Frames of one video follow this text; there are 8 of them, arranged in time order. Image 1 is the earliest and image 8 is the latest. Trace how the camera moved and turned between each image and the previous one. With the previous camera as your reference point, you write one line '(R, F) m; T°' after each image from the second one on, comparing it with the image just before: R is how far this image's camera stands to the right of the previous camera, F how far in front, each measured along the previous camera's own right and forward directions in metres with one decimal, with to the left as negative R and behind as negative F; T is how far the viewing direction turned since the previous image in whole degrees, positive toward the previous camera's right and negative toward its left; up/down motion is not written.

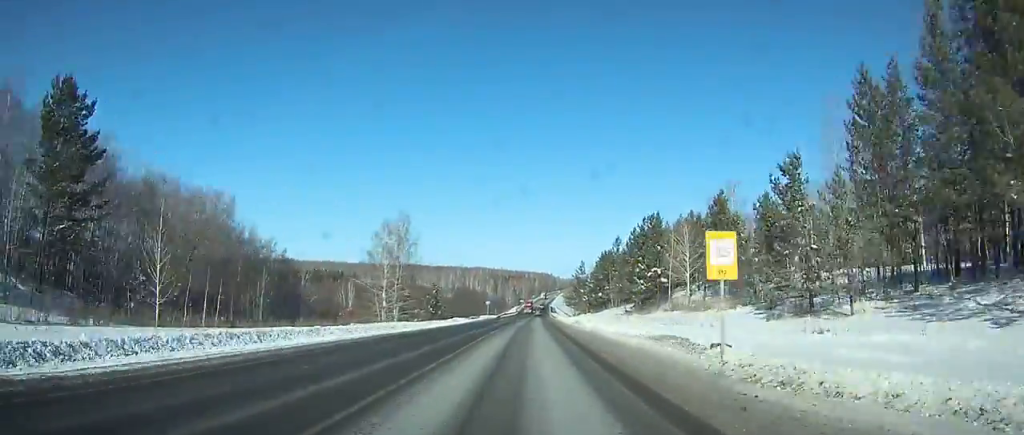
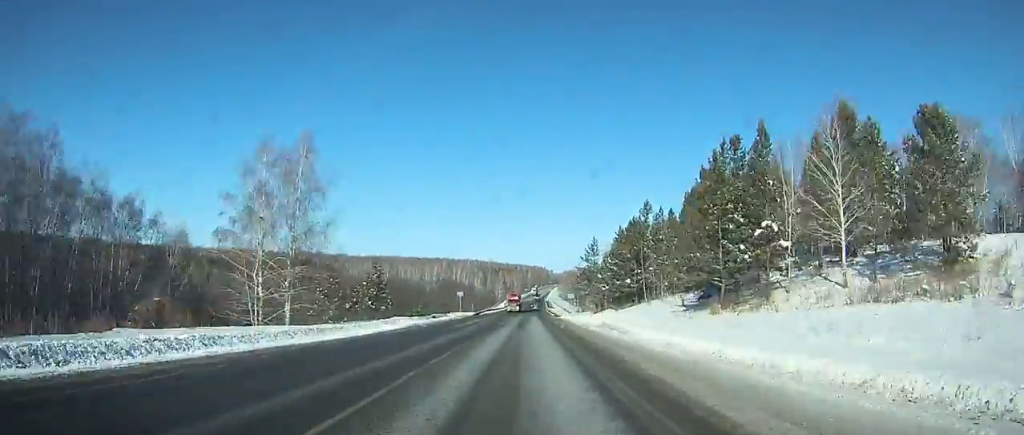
(+0.2, +36.5) m; +1°
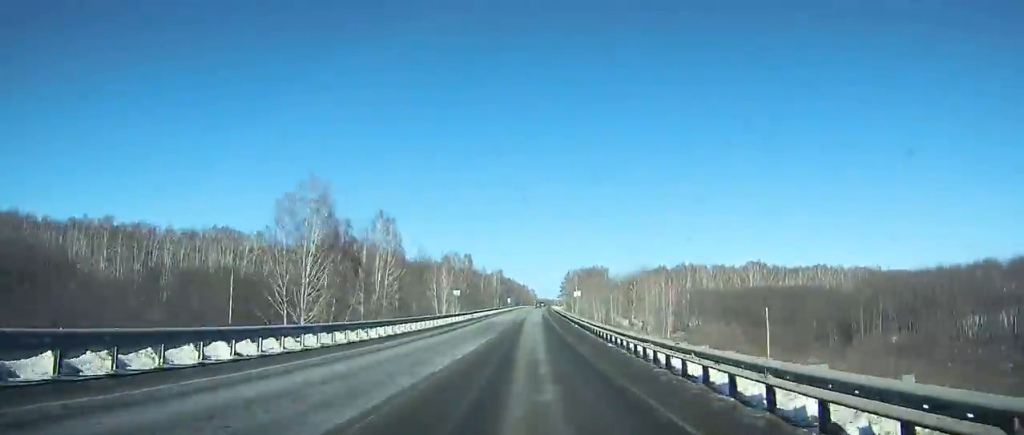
(+5.2, +233.7) m; +2°
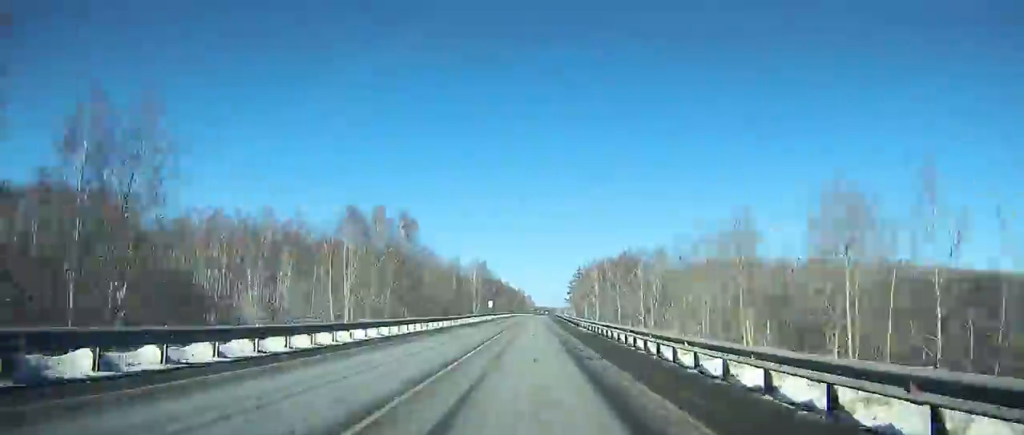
(+0.2, +61.2) m; +1°
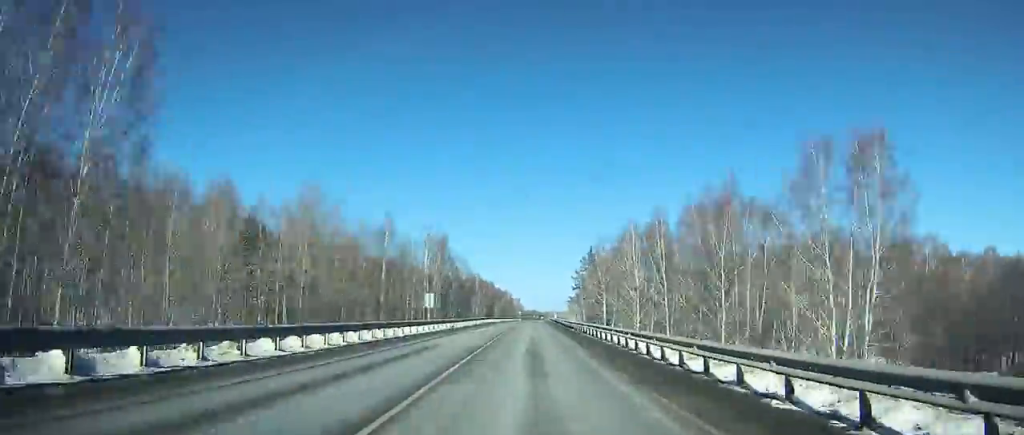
(+0.5, +50.7) m; +1°
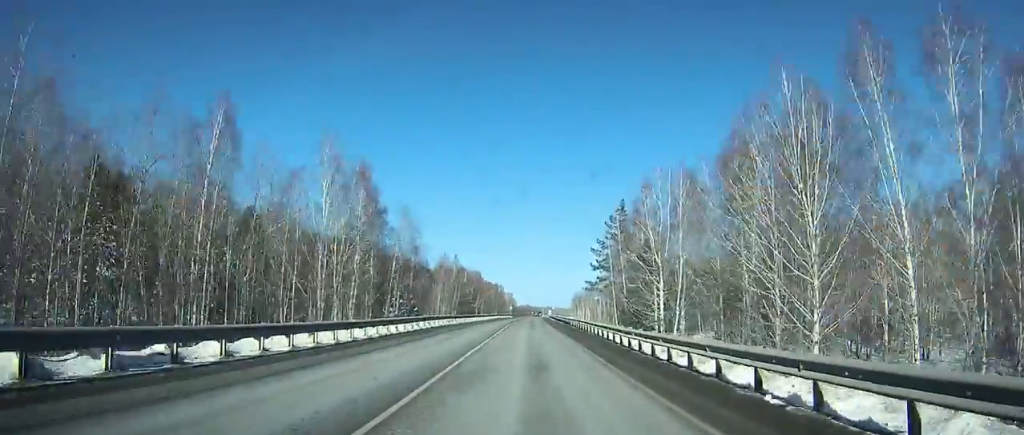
(+0.1, +40.1) m; +1°
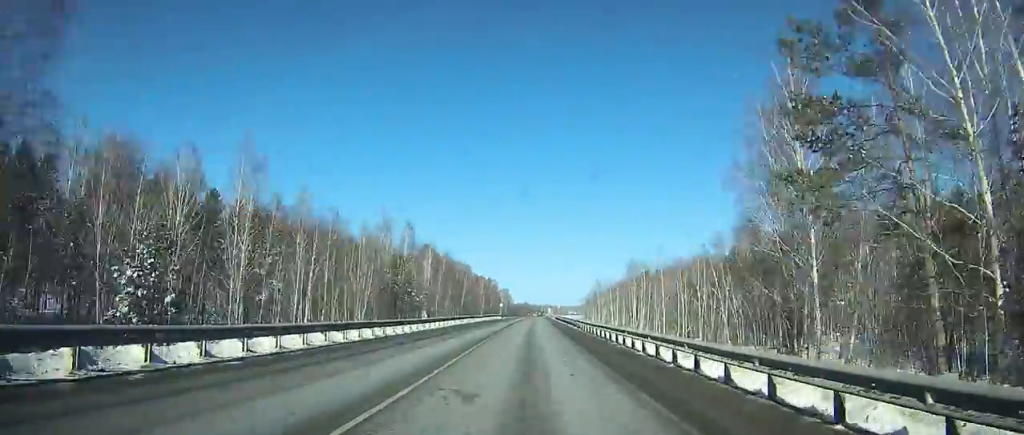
(+0.5, +50.6) m; +1°
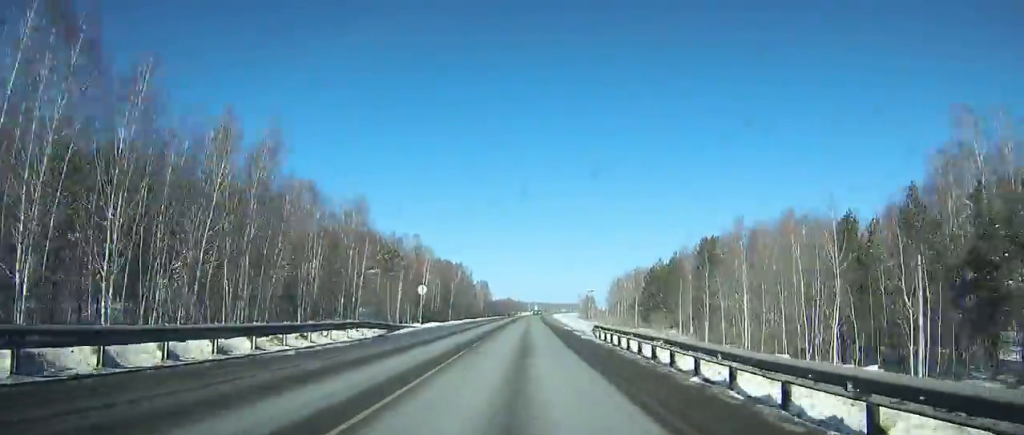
(+0.5, +82.1) m; +1°
